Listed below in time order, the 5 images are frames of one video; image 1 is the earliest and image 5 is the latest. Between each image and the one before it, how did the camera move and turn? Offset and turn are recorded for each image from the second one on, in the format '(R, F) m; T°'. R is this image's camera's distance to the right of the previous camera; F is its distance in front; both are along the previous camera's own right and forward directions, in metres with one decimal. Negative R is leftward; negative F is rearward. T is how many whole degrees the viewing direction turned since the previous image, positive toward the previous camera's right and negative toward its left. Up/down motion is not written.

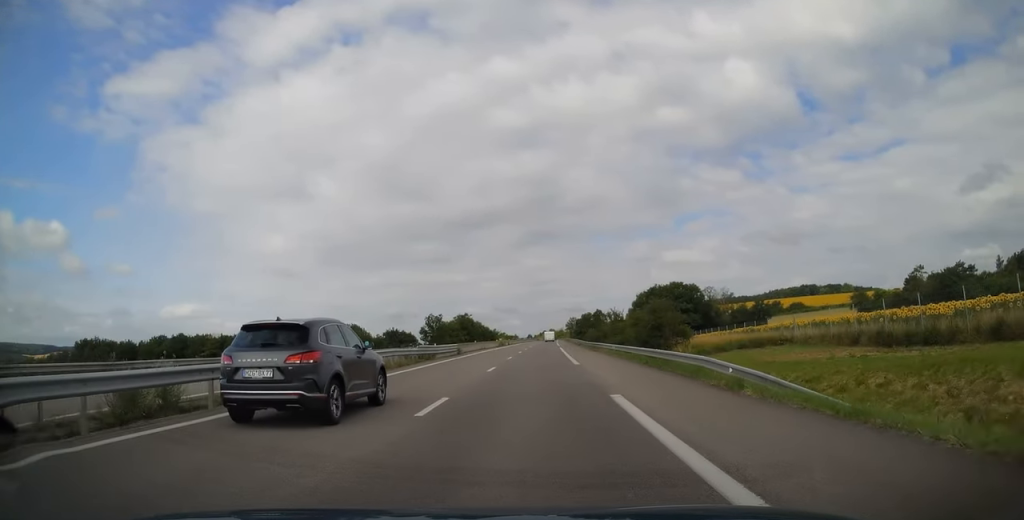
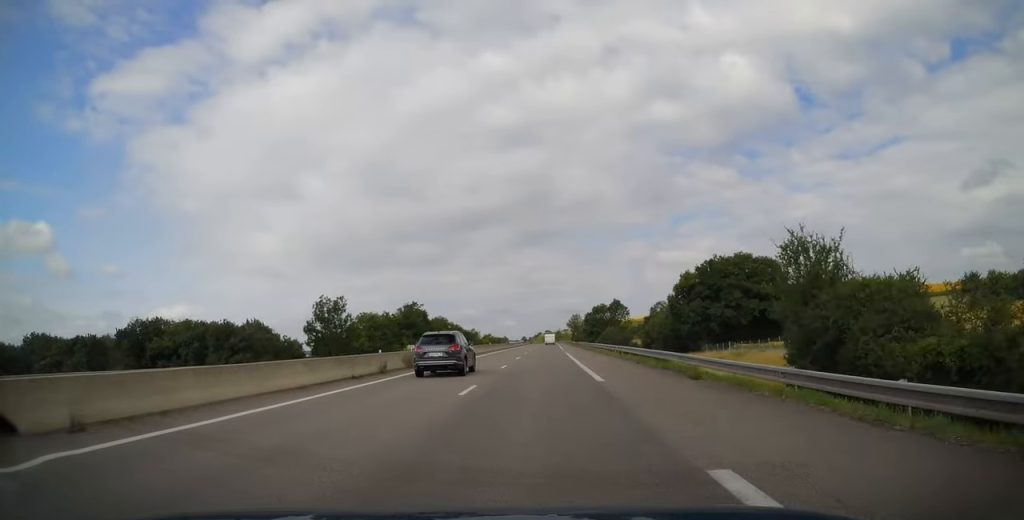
(-0.1, +61.4) m; +1°
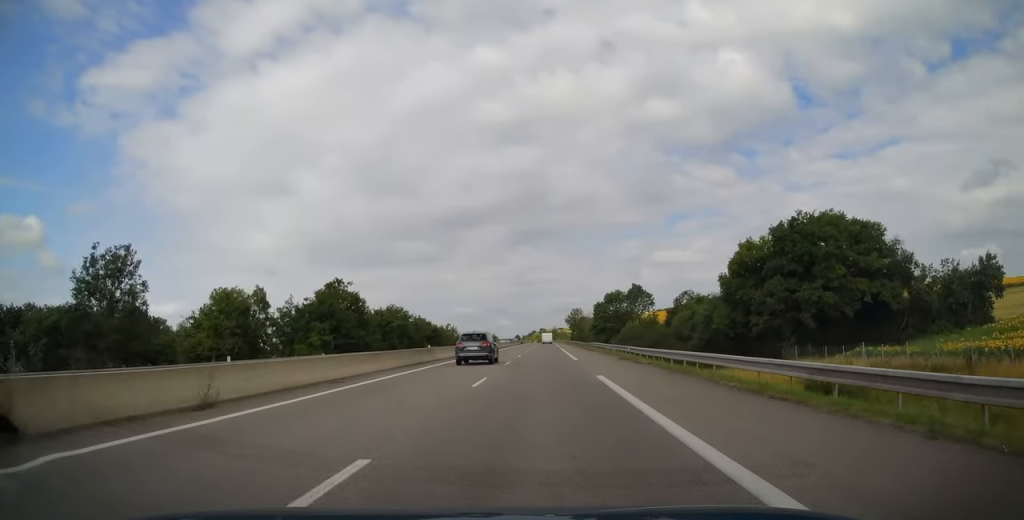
(+0.5, +37.3) m; 0°
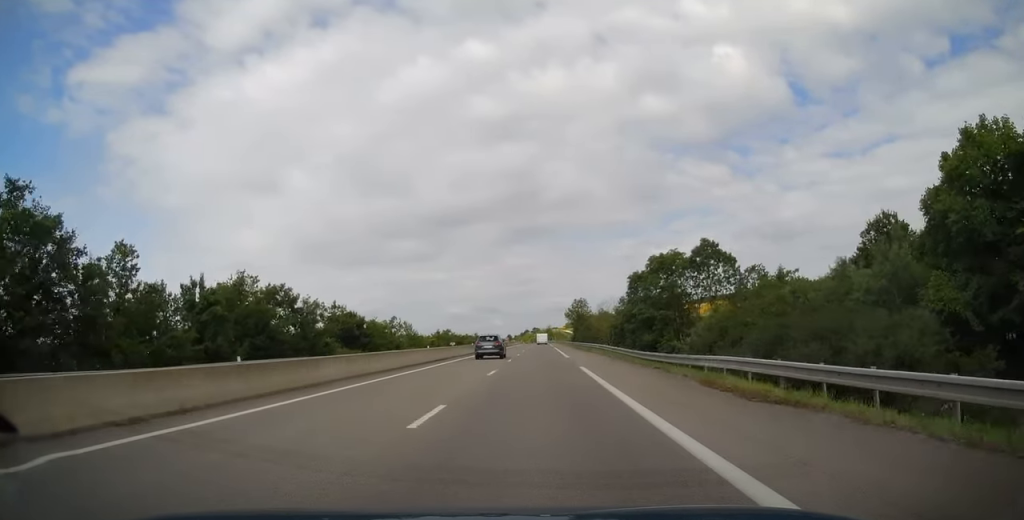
(-0.2, +47.1) m; 0°
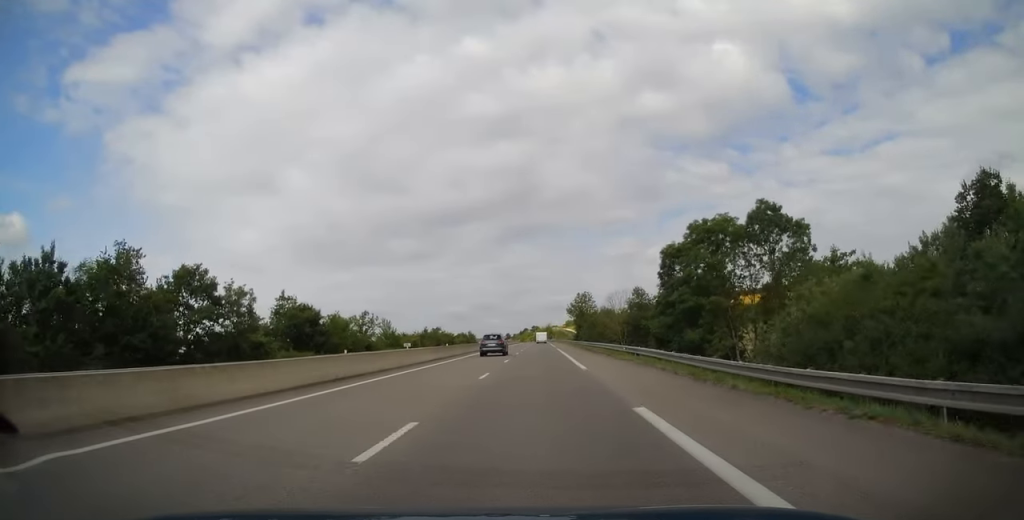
(+0.1, +15.7) m; 0°
